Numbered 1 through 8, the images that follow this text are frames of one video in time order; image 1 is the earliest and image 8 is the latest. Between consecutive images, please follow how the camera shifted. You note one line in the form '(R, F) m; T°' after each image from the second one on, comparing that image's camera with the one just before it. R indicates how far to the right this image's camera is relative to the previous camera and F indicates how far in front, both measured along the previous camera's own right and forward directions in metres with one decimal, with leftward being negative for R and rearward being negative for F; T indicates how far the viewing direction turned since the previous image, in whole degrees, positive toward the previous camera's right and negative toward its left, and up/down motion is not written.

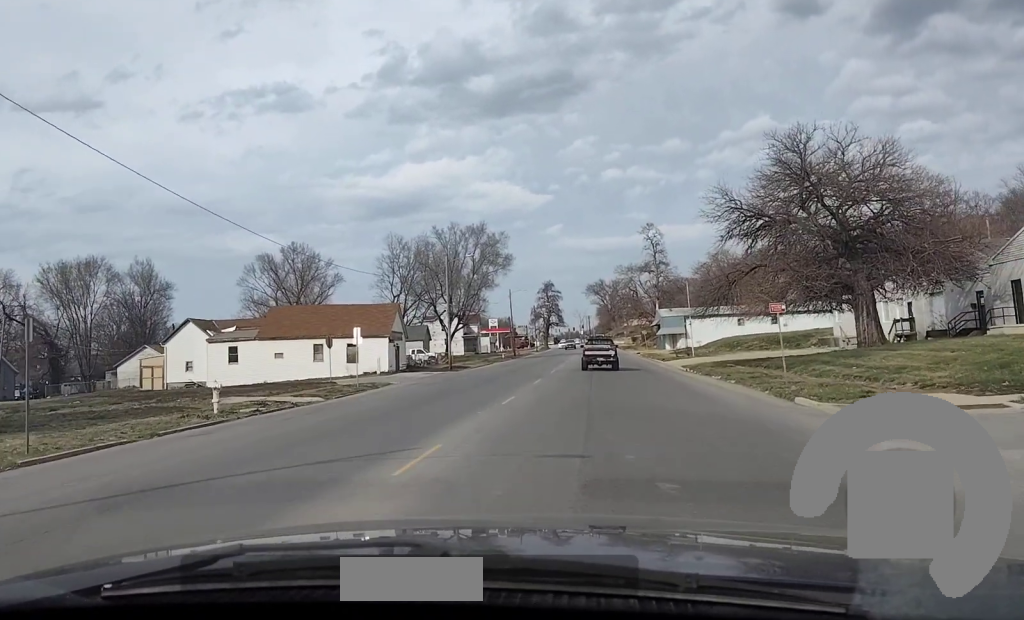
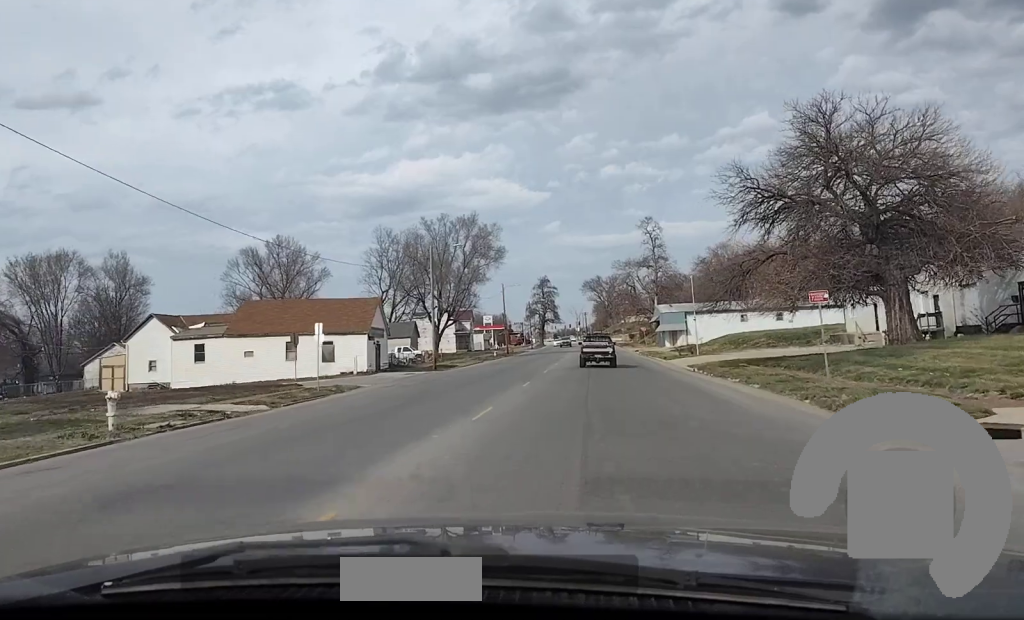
(0.0, +4.9) m; 0°
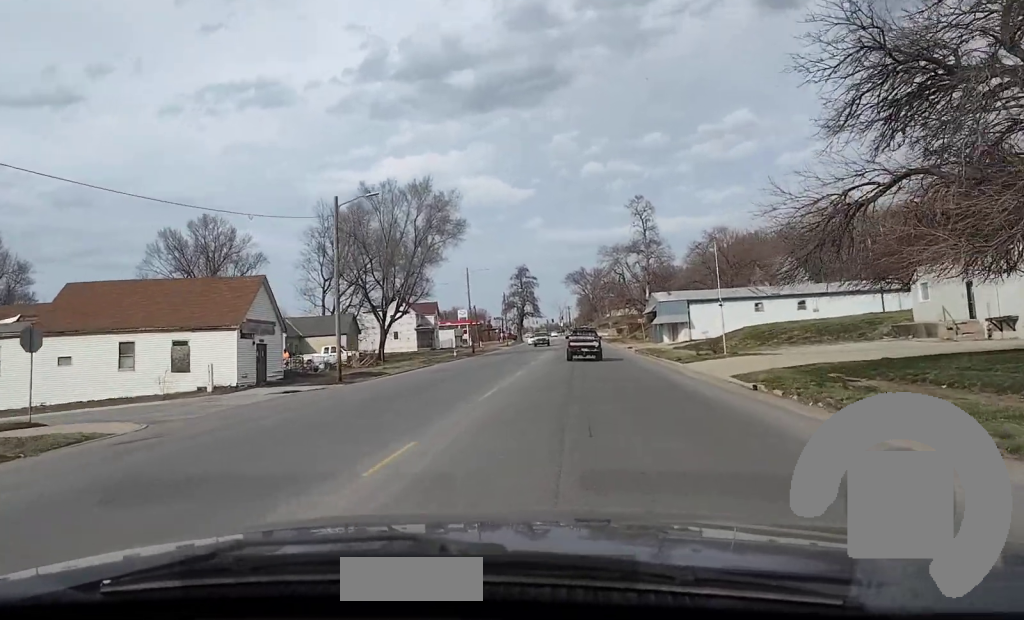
(0.0, +19.8) m; 0°
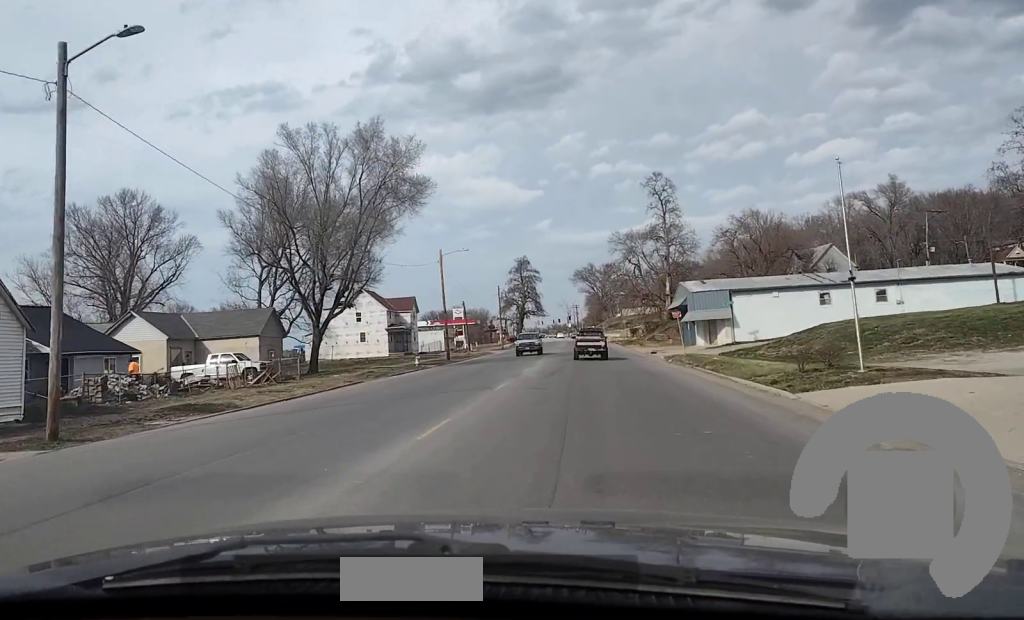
(+0.1, +24.6) m; 0°
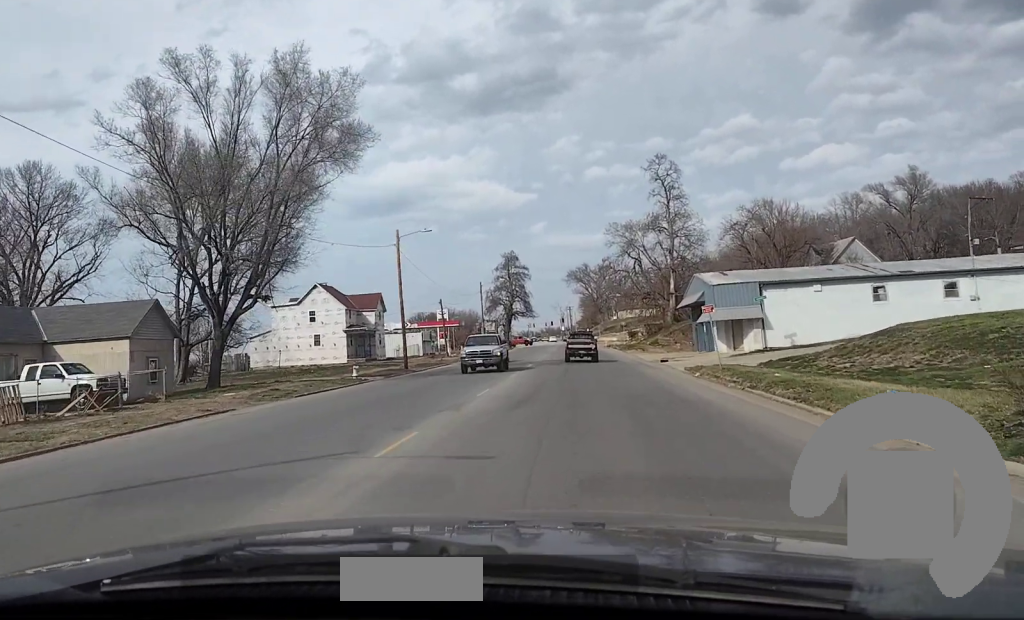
(0.0, +15.9) m; 0°
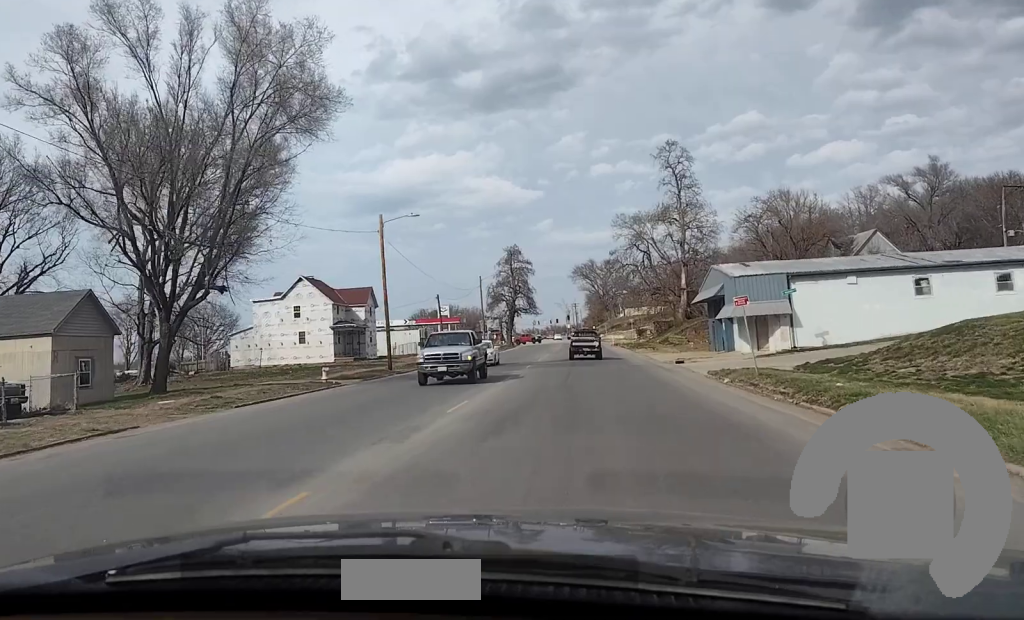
(0.0, +6.4) m; 0°
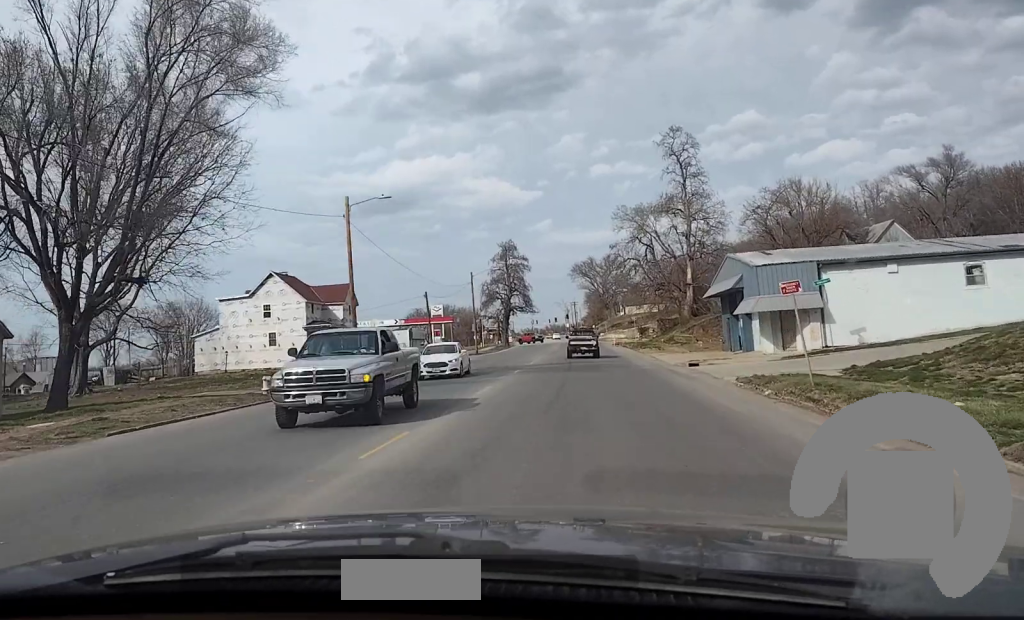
(0.0, +8.8) m; 0°
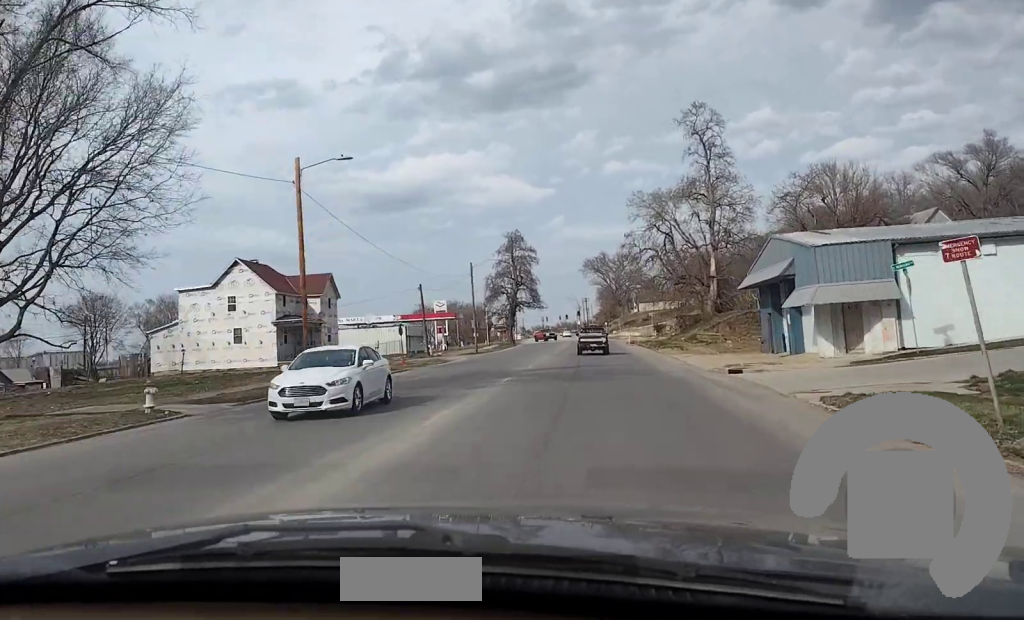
(0.0, +7.1) m; 0°
